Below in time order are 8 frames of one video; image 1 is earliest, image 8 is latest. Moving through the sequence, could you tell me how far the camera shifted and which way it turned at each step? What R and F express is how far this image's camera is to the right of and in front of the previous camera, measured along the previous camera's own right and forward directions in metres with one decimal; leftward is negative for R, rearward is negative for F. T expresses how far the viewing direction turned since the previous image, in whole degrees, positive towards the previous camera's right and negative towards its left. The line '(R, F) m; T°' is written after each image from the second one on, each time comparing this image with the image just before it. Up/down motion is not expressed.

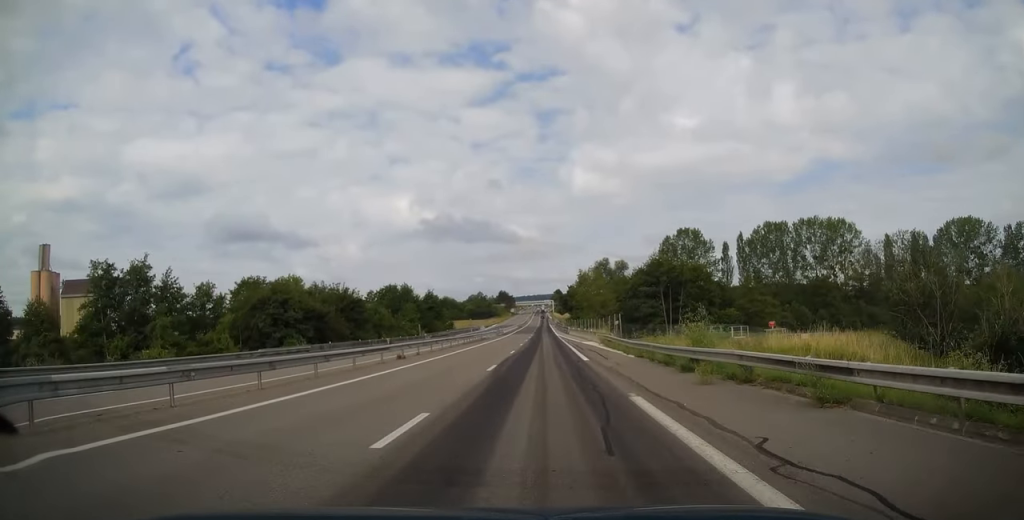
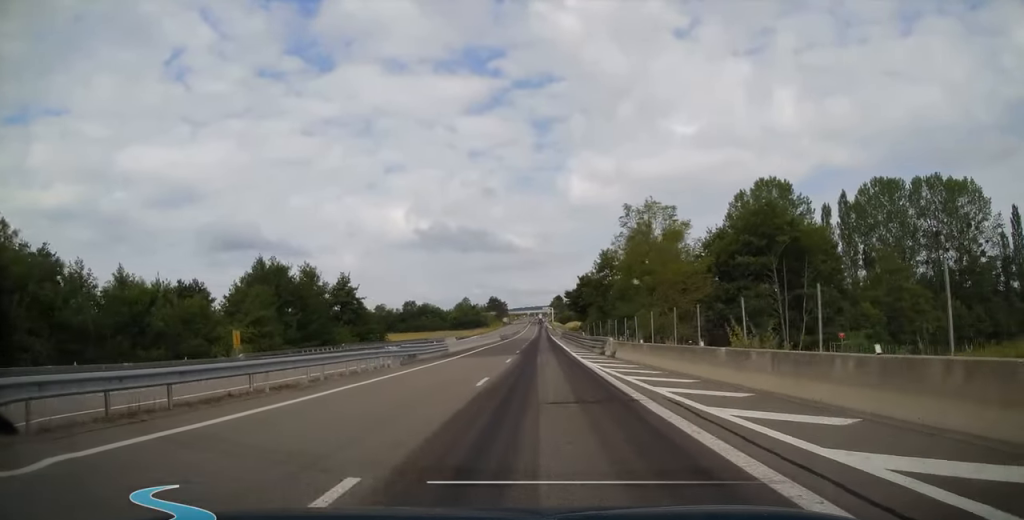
(0.0, +59.0) m; 0°
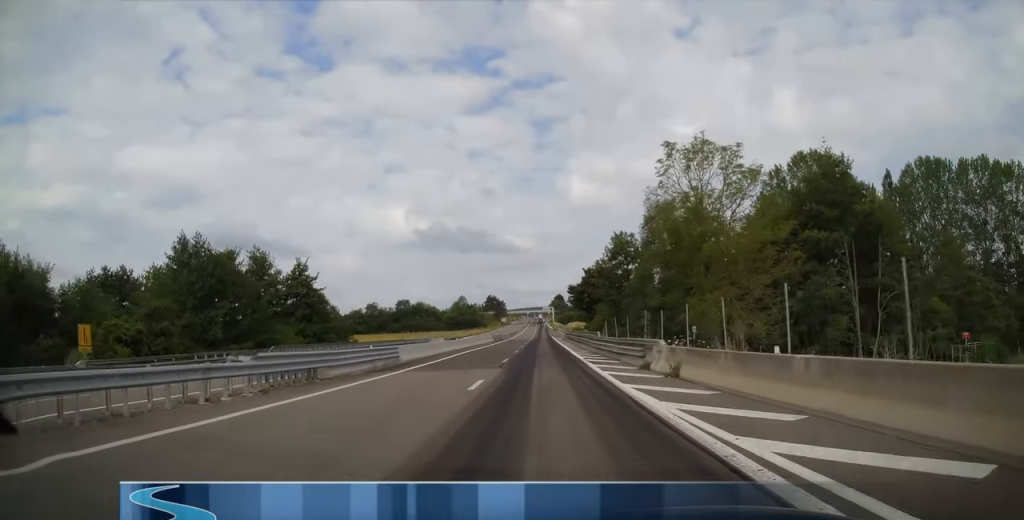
(0.0, +15.1) m; 0°
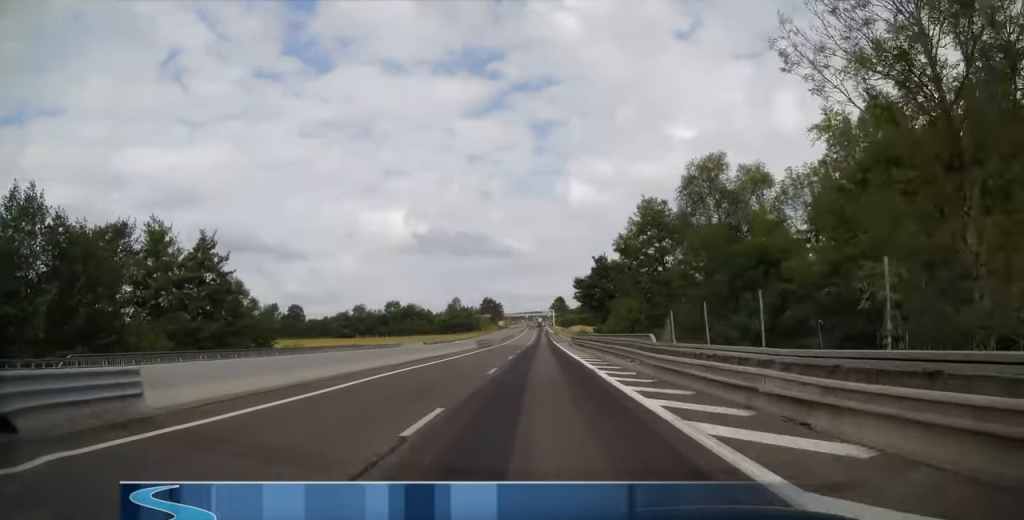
(0.0, +19.9) m; 0°
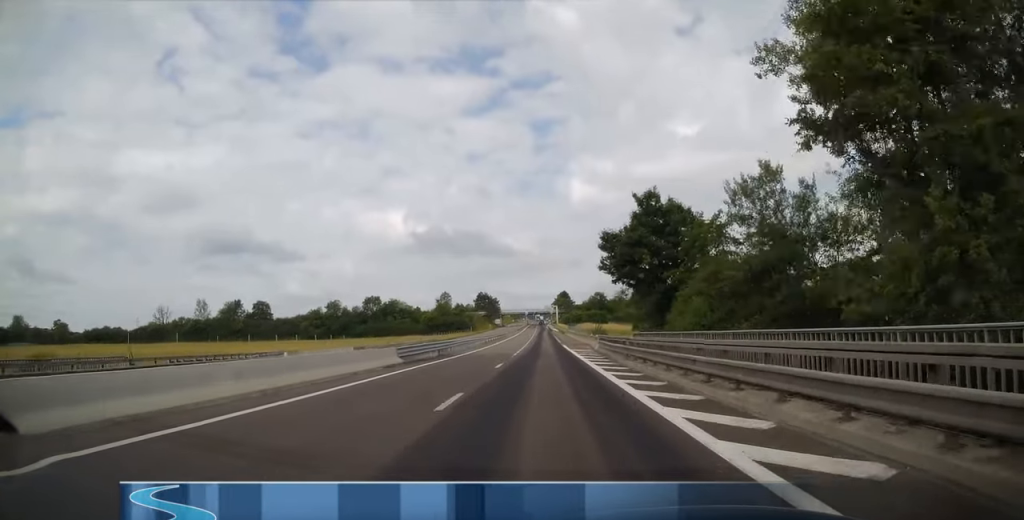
(0.0, +36.2) m; 0°
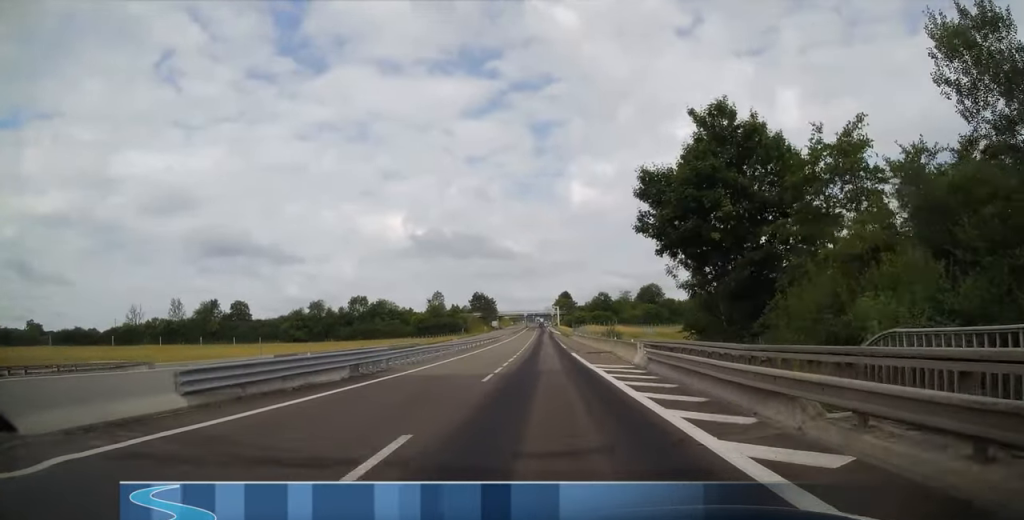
(0.0, +18.3) m; 0°
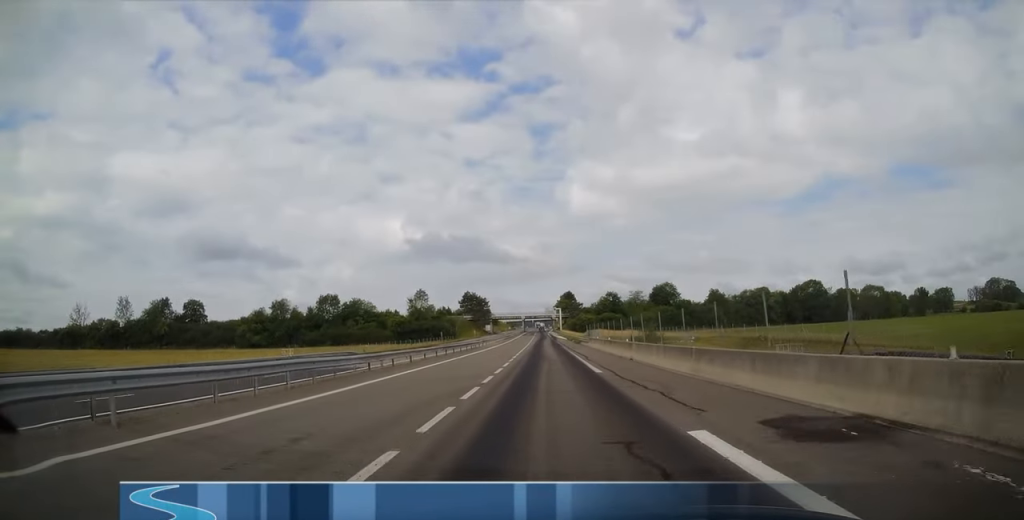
(-0.1, +31.7) m; 0°
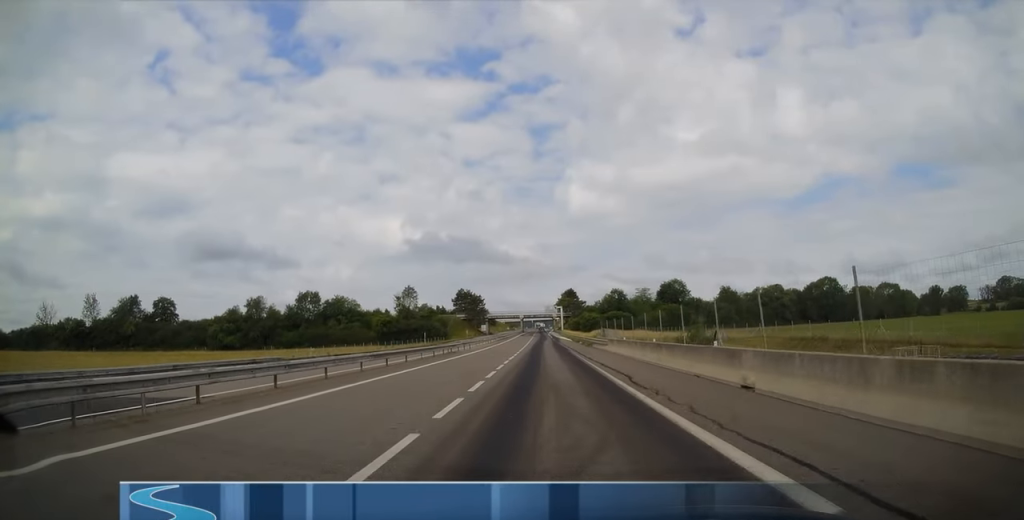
(-0.2, +16.8) m; 0°
